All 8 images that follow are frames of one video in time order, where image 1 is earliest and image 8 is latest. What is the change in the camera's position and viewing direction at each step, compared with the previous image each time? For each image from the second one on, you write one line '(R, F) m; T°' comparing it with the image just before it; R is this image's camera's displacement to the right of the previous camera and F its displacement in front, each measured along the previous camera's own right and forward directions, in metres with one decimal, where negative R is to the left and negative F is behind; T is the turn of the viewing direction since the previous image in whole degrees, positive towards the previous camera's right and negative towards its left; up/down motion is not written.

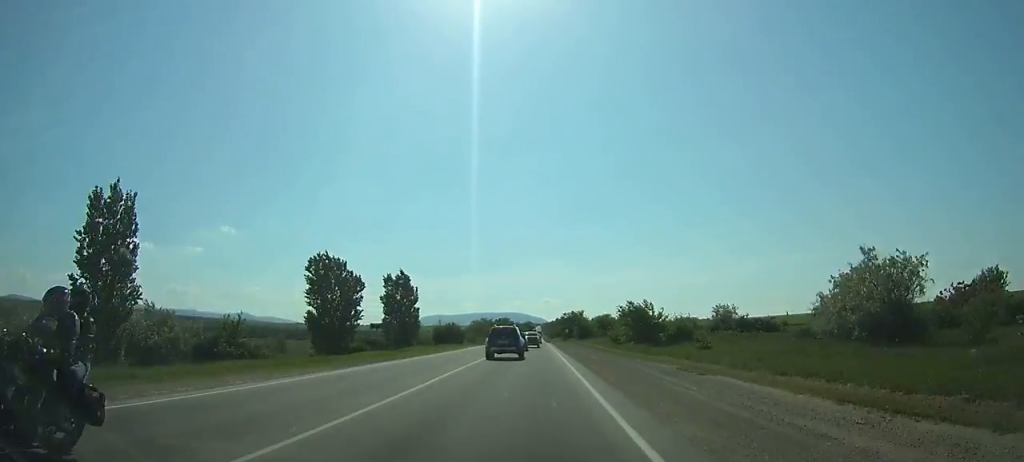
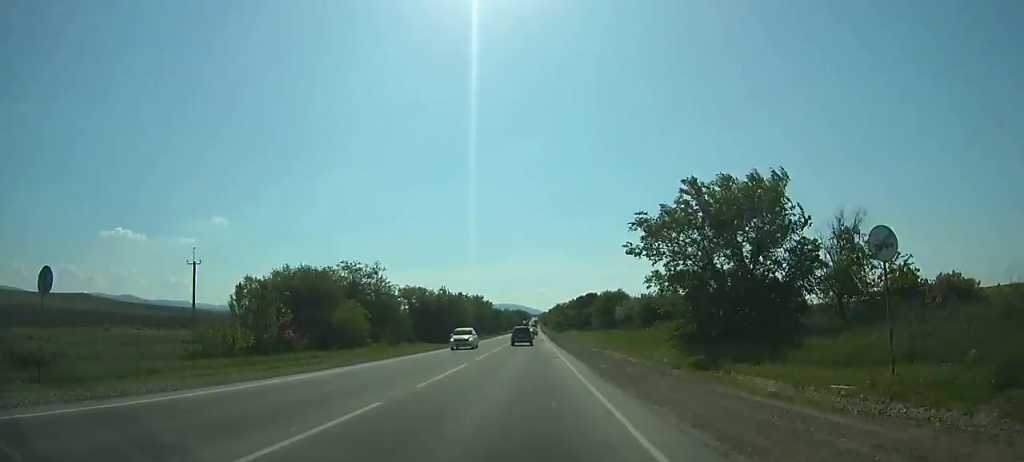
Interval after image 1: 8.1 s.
(+1.3, +132.2) m; +1°
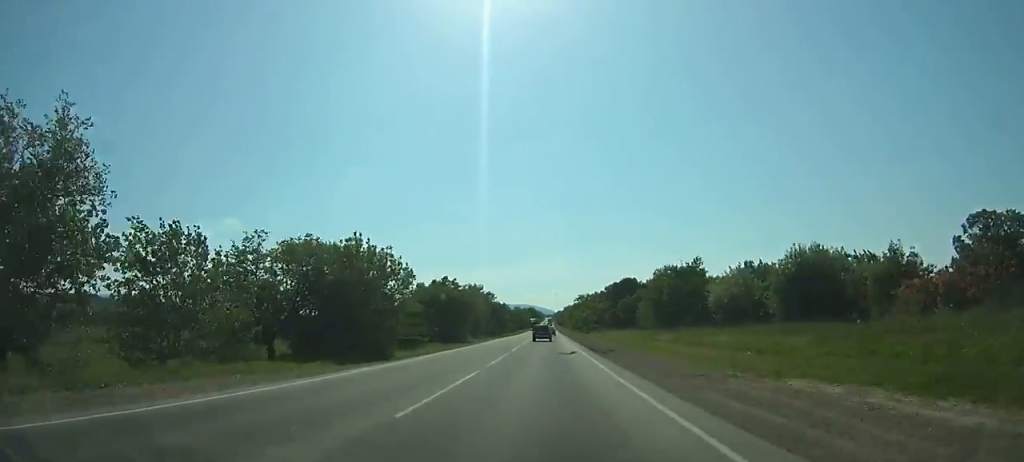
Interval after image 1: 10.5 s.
(-0.1, +41.2) m; 0°
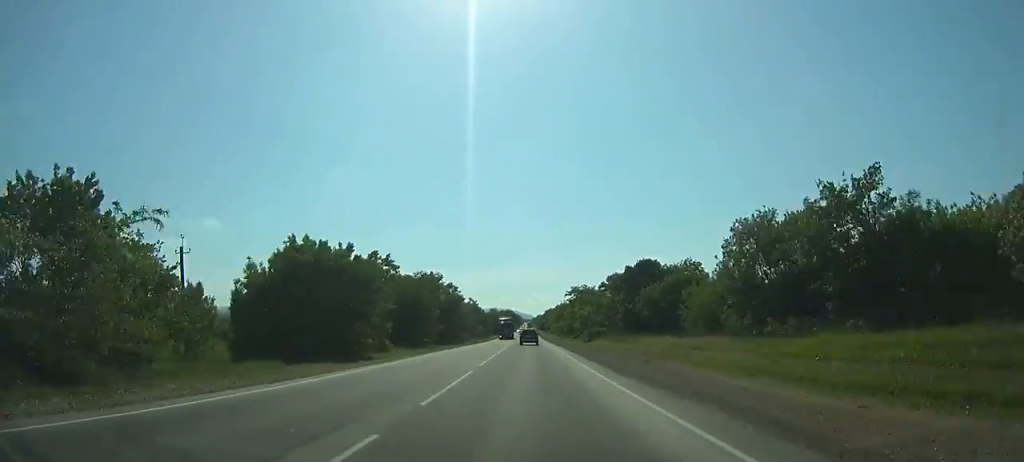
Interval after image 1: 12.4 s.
(+0.1, +33.0) m; 0°
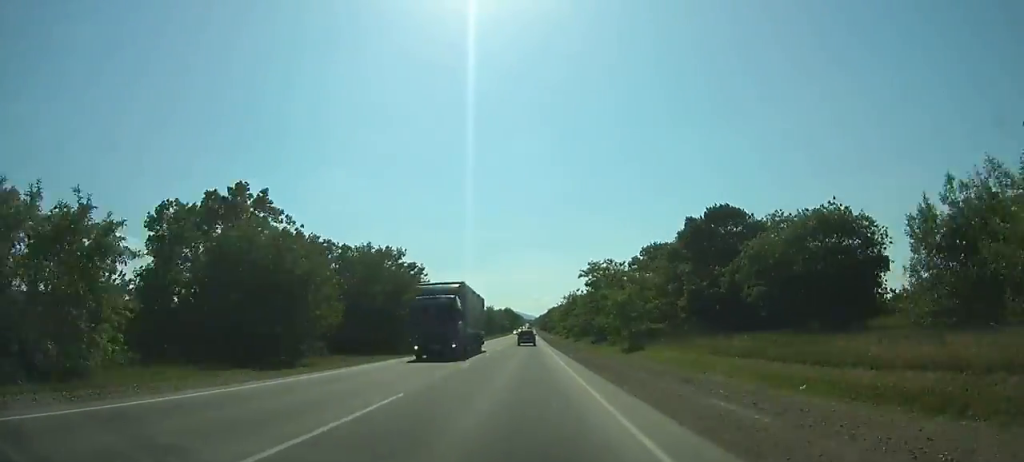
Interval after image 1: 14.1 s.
(+0.1, +30.3) m; 0°
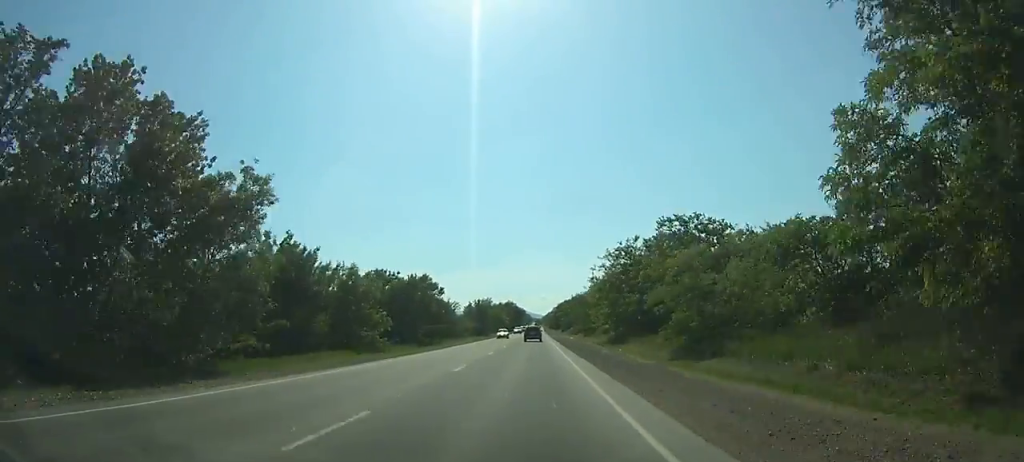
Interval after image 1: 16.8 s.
(+0.1, +50.1) m; 0°
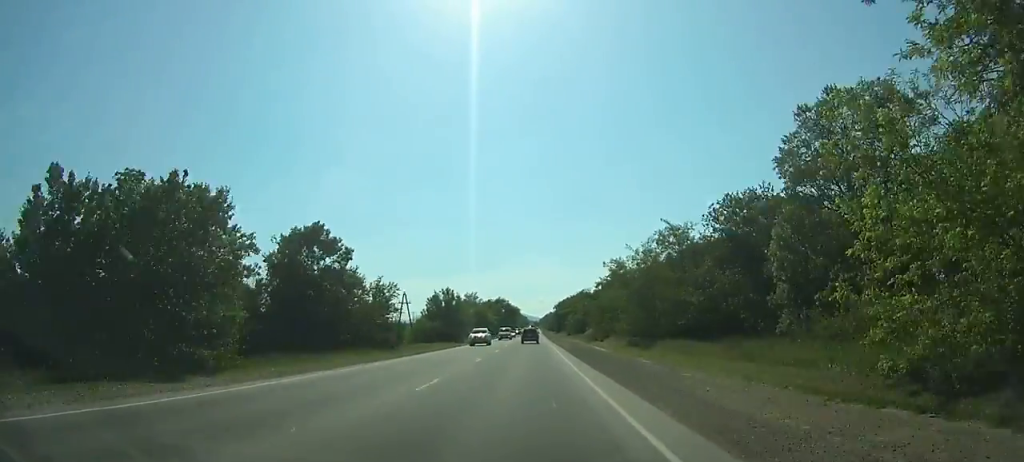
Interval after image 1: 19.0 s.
(-0.1, +42.9) m; 0°
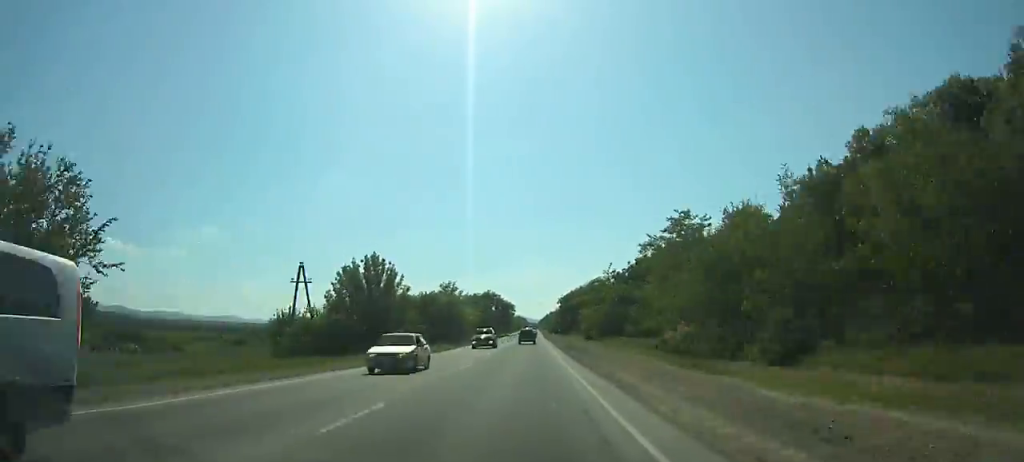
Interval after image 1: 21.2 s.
(-0.1, +43.3) m; 0°
